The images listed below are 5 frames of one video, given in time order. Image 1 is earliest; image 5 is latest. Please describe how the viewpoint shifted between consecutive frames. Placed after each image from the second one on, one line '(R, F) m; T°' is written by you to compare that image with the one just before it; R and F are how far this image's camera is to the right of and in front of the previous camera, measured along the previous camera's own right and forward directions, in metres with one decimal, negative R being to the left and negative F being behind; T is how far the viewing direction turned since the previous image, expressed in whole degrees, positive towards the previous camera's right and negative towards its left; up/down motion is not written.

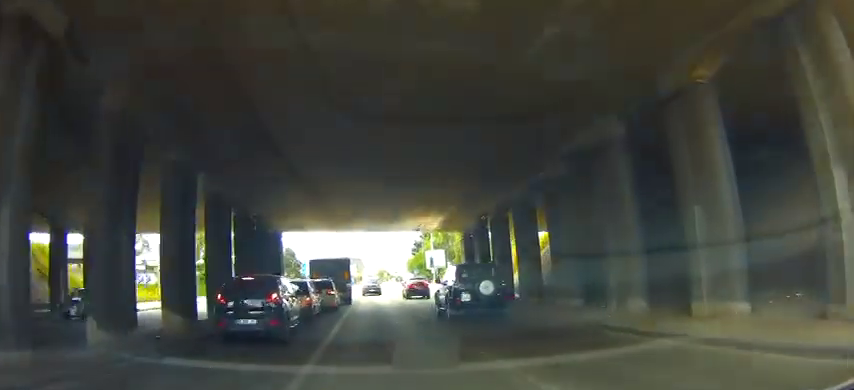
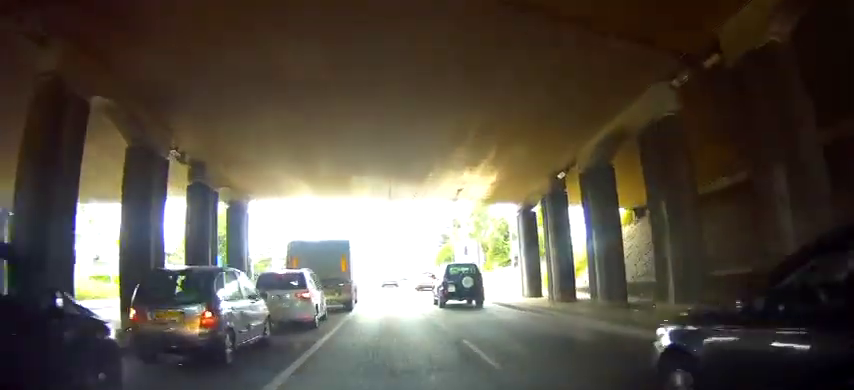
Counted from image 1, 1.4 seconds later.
(+0.2, +10.4) m; -6°
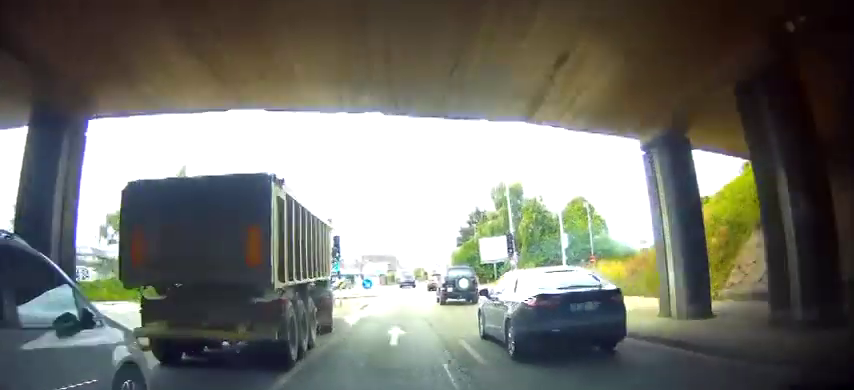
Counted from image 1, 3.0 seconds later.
(-1.7, +14.0) m; -6°
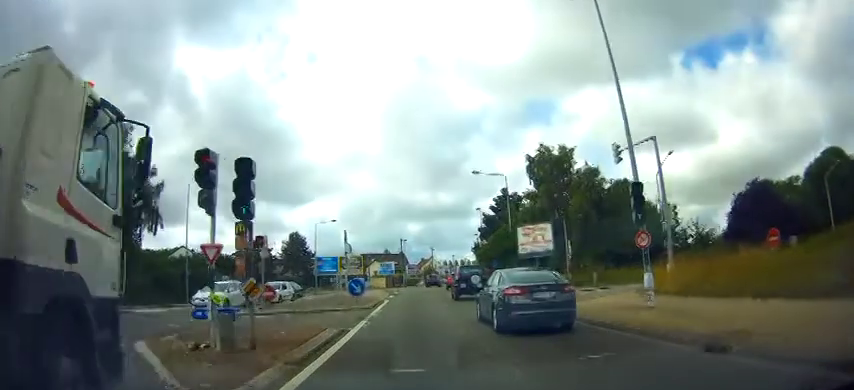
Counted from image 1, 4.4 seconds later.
(+1.4, +15.0) m; +7°
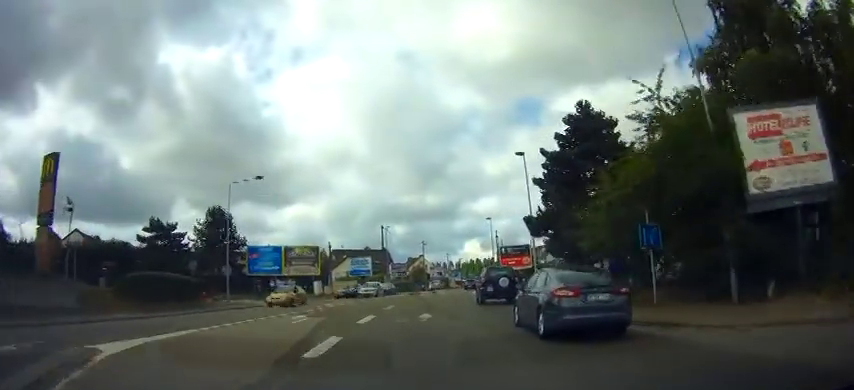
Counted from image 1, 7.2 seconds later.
(-1.8, +30.8) m; -3°
